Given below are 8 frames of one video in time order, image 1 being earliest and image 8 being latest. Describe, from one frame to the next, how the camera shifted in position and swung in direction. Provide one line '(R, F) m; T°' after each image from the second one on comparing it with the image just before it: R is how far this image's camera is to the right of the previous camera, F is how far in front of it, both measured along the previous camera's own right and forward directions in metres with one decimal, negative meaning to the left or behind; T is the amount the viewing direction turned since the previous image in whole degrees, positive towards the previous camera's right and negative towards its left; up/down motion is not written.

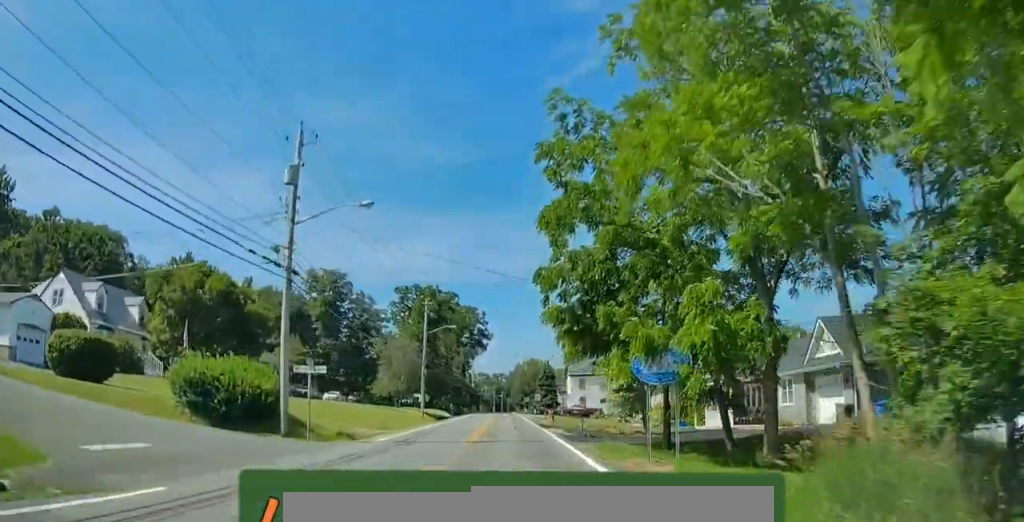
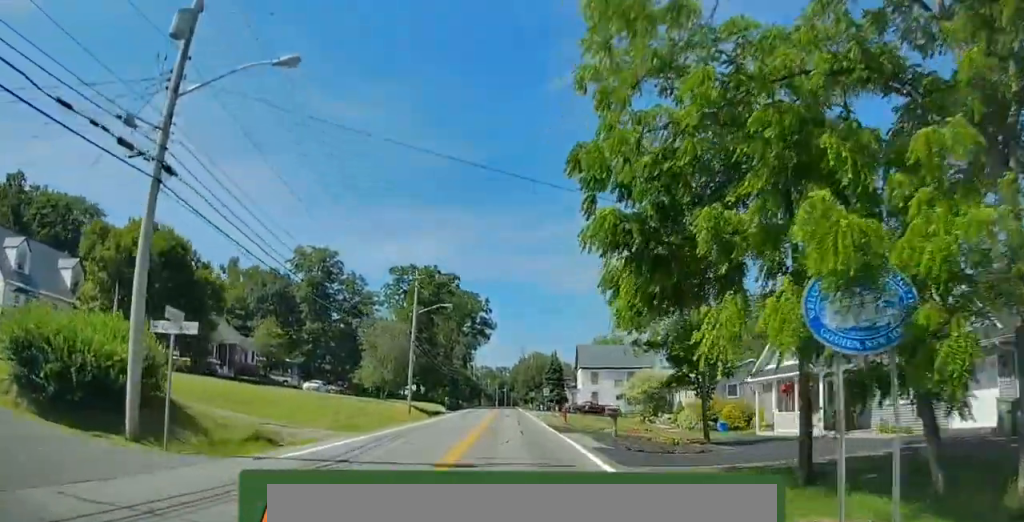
(+0.1, +10.4) m; 0°
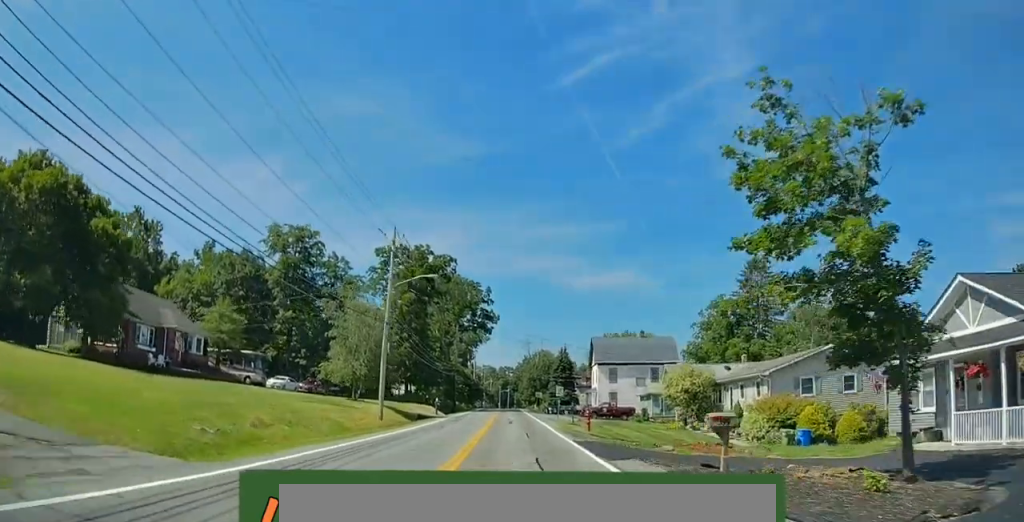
(+0.2, +13.2) m; 0°
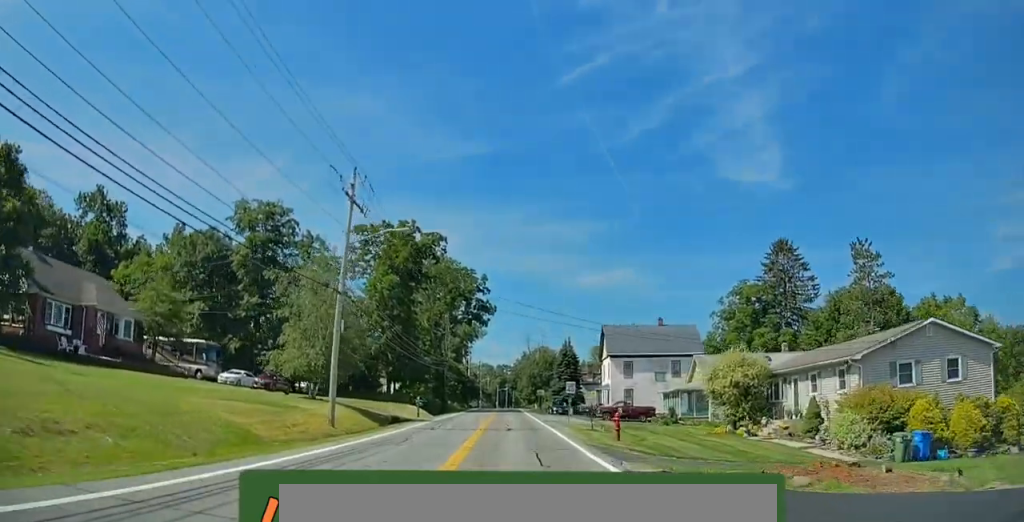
(-0.2, +11.0) m; 0°
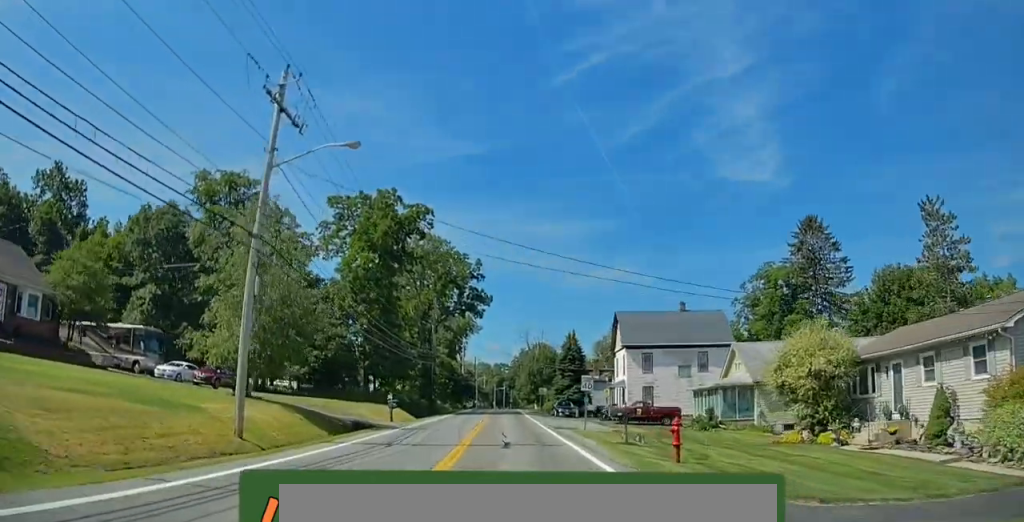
(-0.1, +10.0) m; 0°
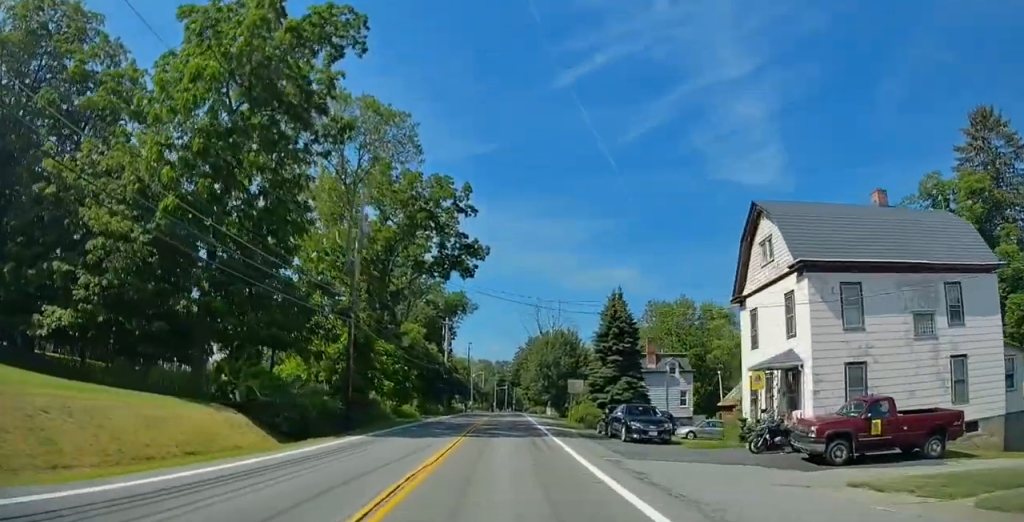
(+0.1, +34.6) m; 0°
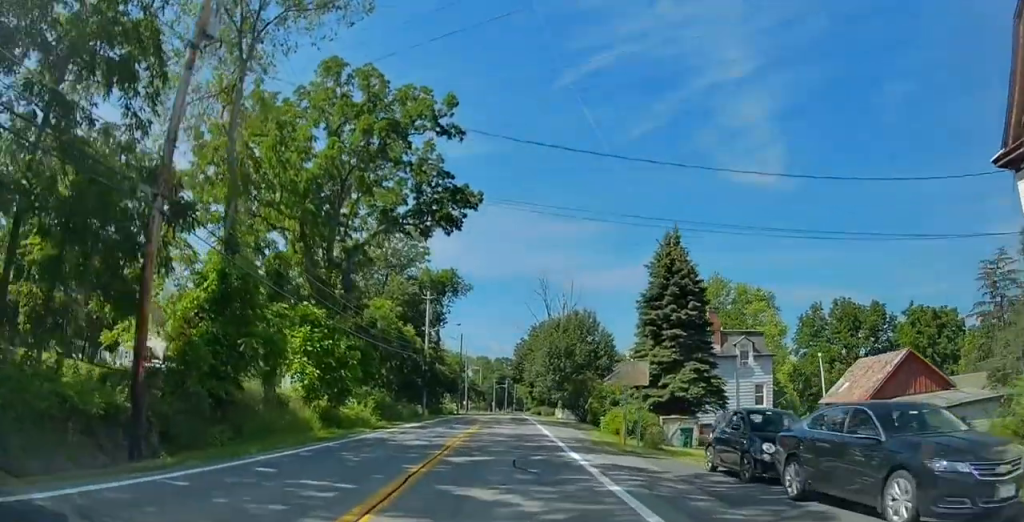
(+0.1, +18.9) m; +1°
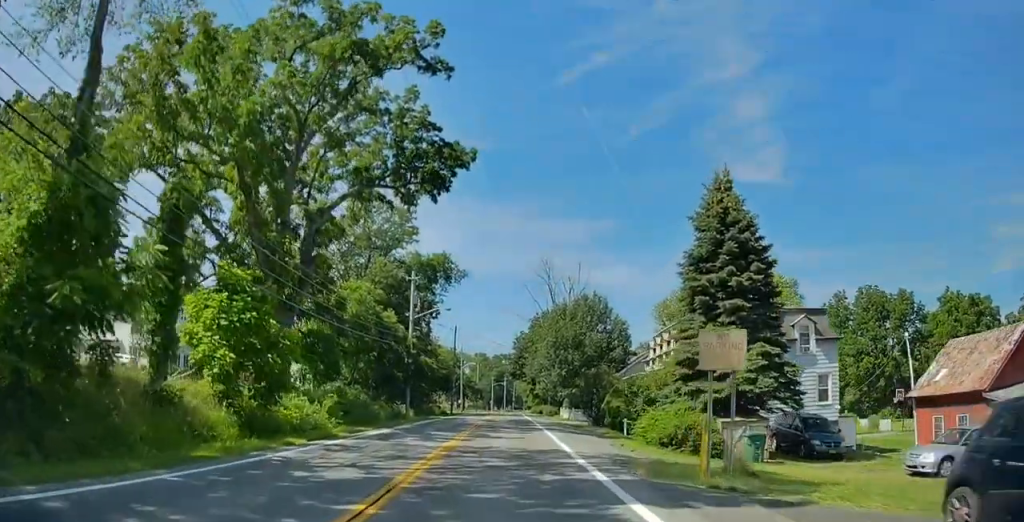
(0.0, +9.1) m; 0°
